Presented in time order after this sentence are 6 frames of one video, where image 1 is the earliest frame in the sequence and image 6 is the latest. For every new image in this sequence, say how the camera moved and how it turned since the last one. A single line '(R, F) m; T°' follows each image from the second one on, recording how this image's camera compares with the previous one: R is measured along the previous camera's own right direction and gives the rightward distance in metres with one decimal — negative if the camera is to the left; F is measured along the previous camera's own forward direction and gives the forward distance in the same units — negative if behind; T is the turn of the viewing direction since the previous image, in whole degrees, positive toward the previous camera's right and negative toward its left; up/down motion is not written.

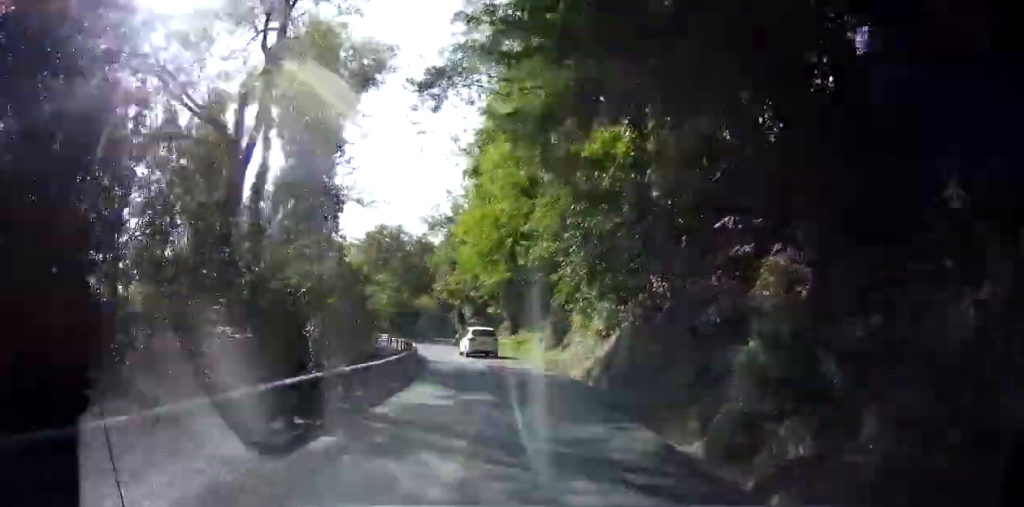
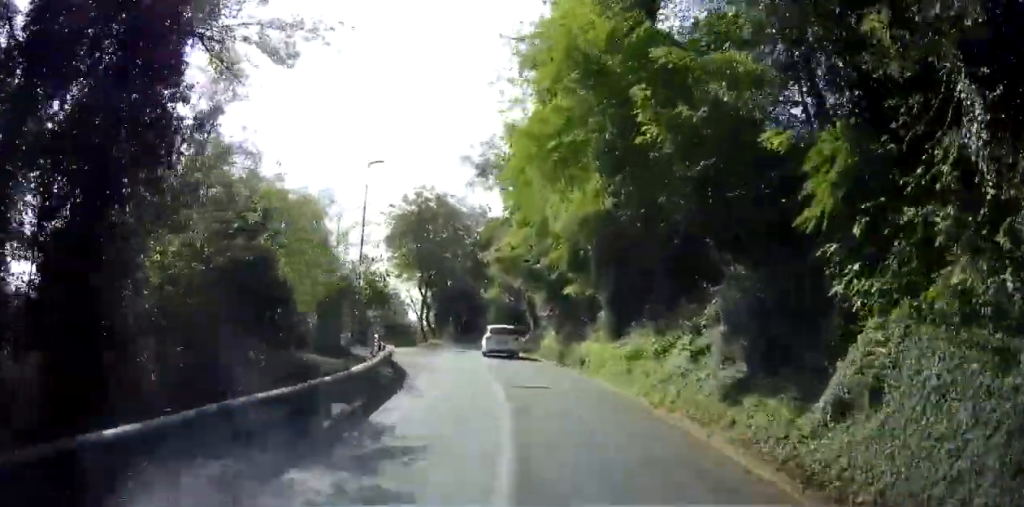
(-4.6, +14.3) m; -35°
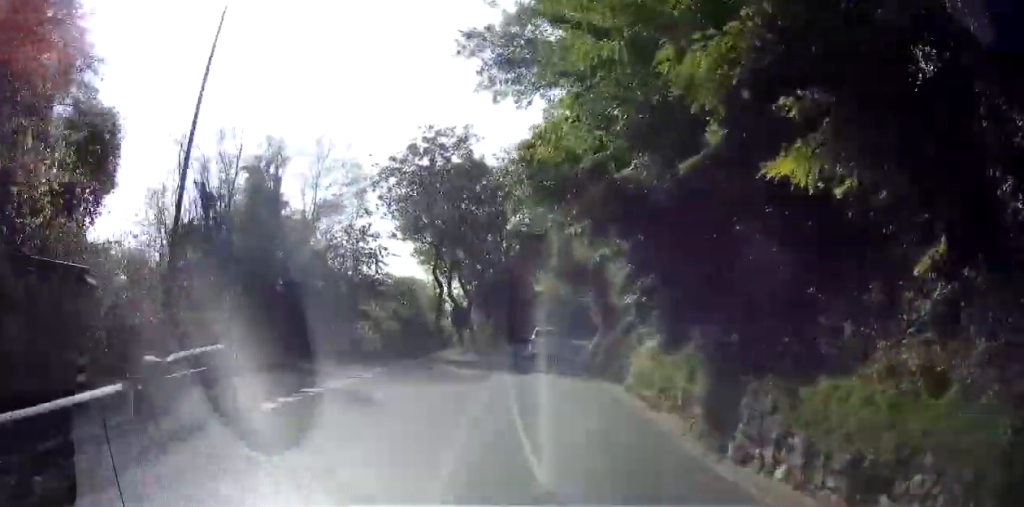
(-1.6, +16.0) m; 0°
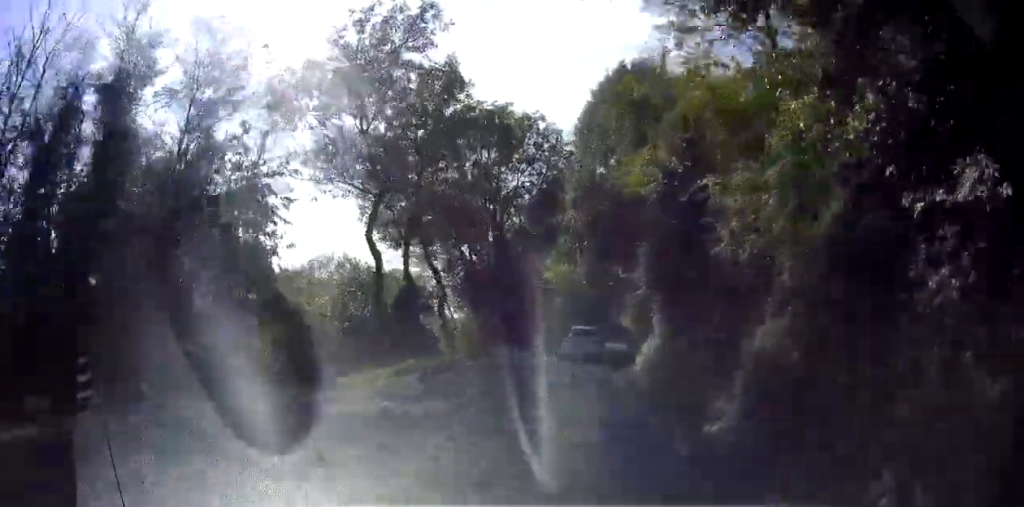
(+1.0, +14.6) m; +3°
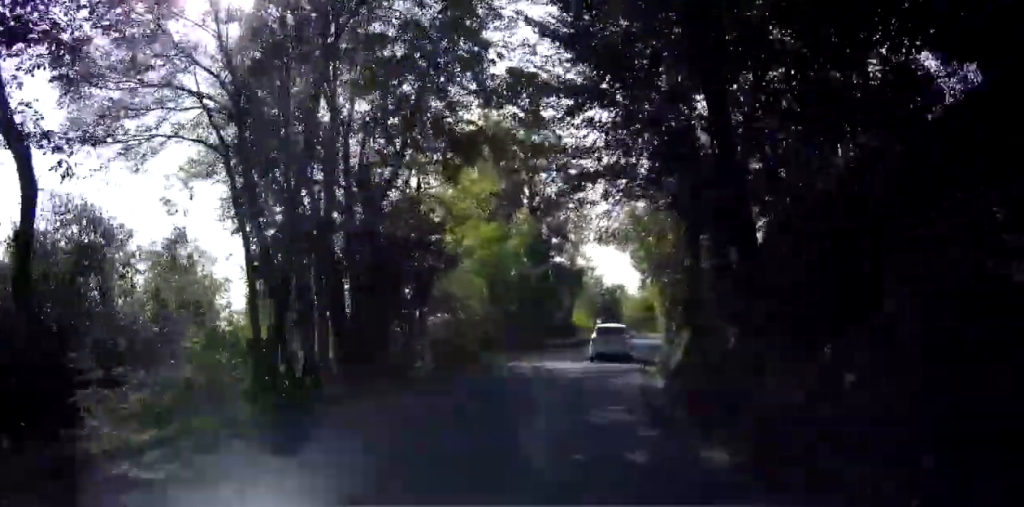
(+0.4, +22.0) m; +6°
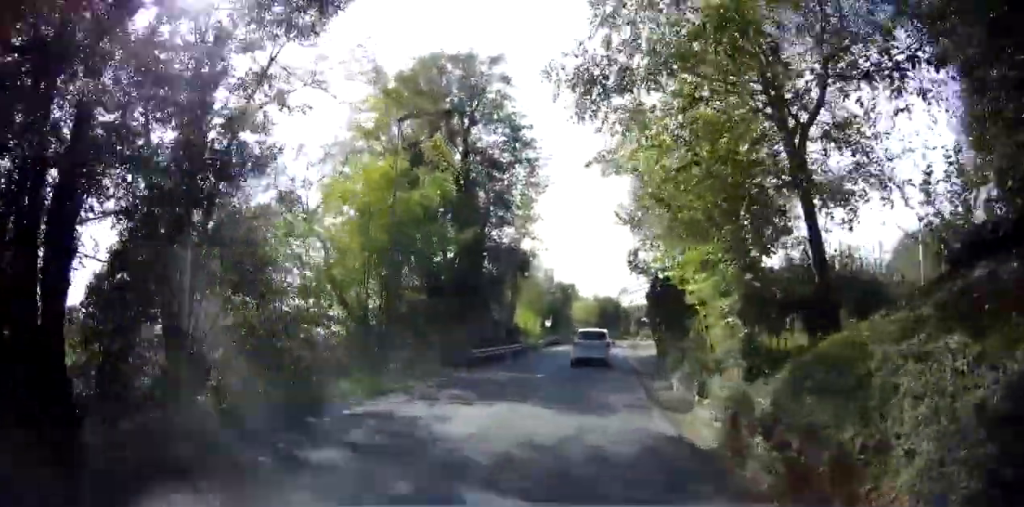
(+0.7, +11.7) m; +7°
